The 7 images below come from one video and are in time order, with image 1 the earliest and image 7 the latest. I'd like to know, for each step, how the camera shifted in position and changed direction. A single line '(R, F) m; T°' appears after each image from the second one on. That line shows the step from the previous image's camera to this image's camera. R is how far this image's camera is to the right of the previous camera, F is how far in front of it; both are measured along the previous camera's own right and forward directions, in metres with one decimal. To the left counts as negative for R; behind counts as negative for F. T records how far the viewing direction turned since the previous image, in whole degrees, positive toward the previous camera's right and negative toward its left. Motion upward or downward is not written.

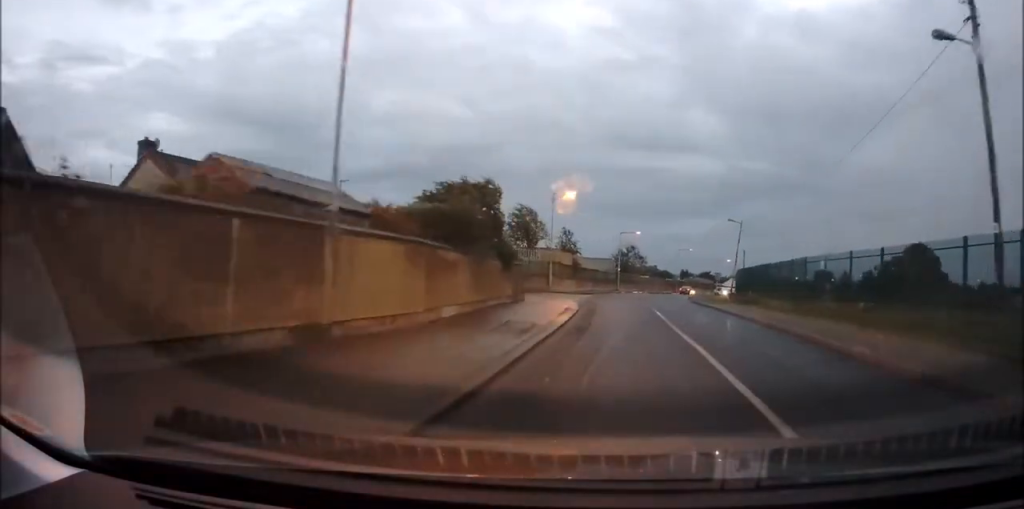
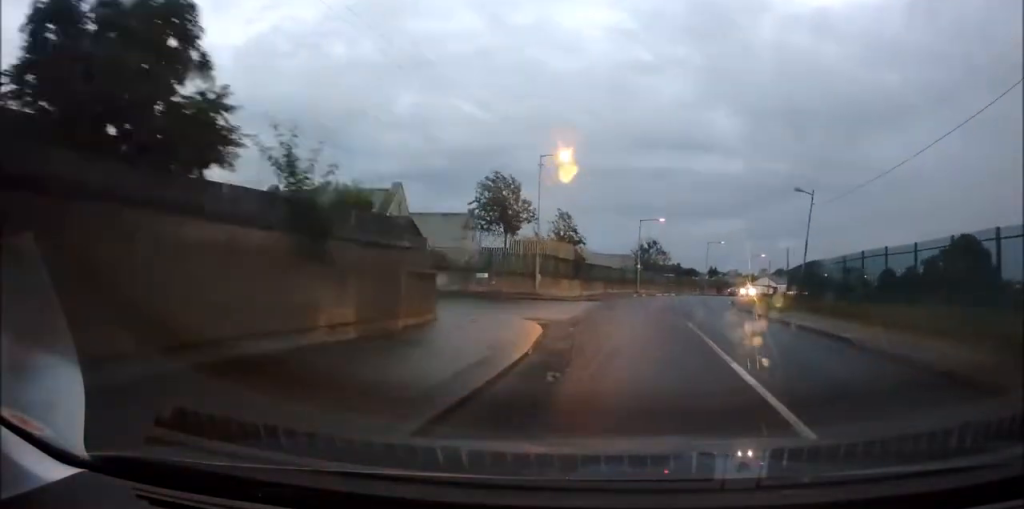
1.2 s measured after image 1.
(-1.1, +15.4) m; -4°
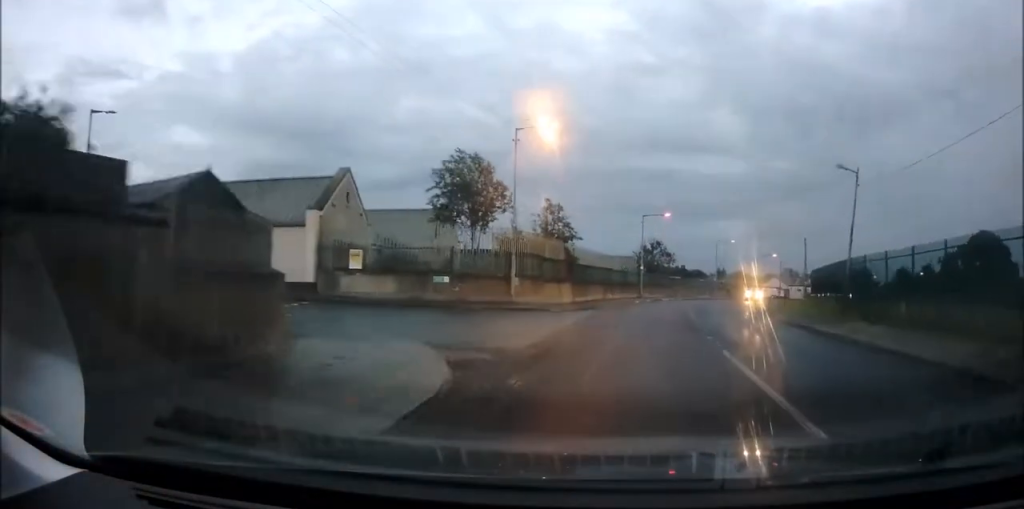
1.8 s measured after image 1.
(0.0, +7.1) m; 0°
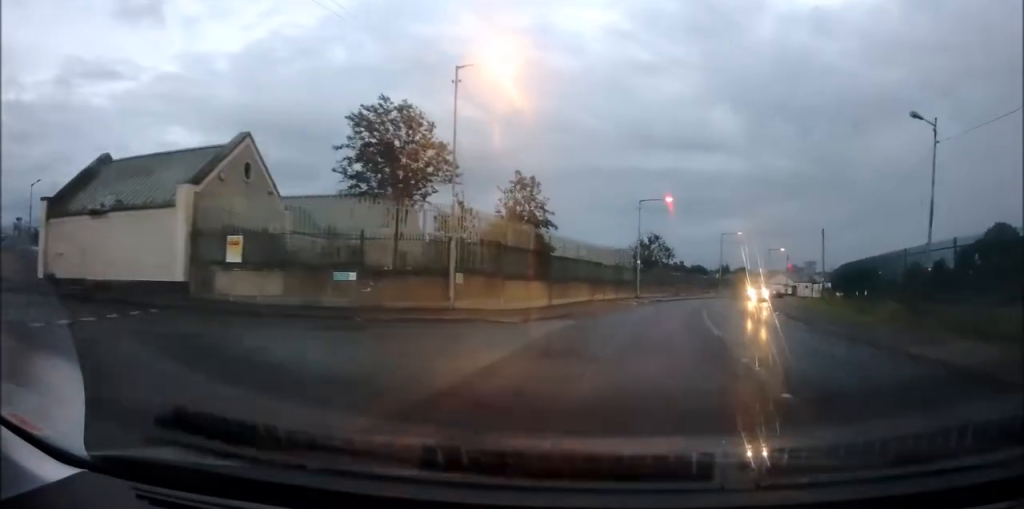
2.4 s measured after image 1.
(0.0, +8.3) m; +1°
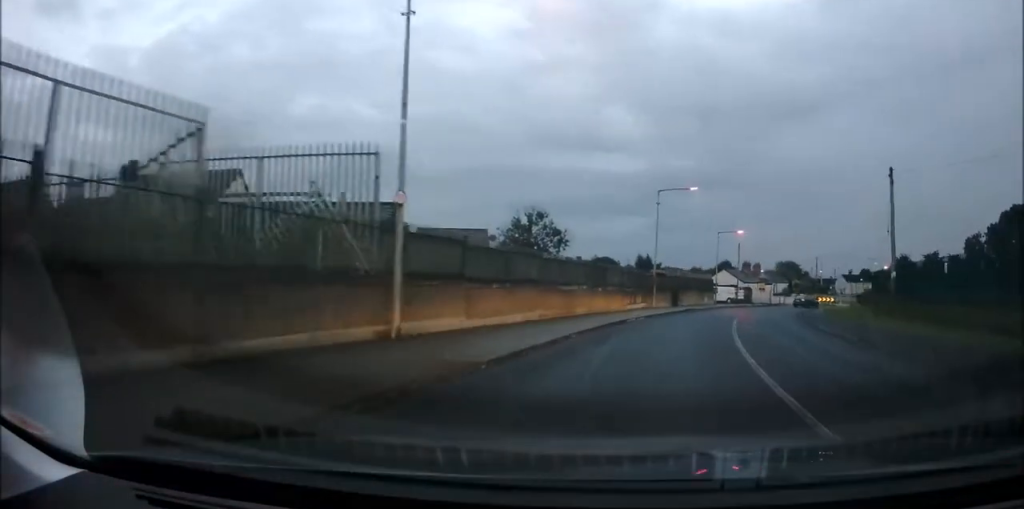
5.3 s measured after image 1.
(+3.3, +34.9) m; +13°
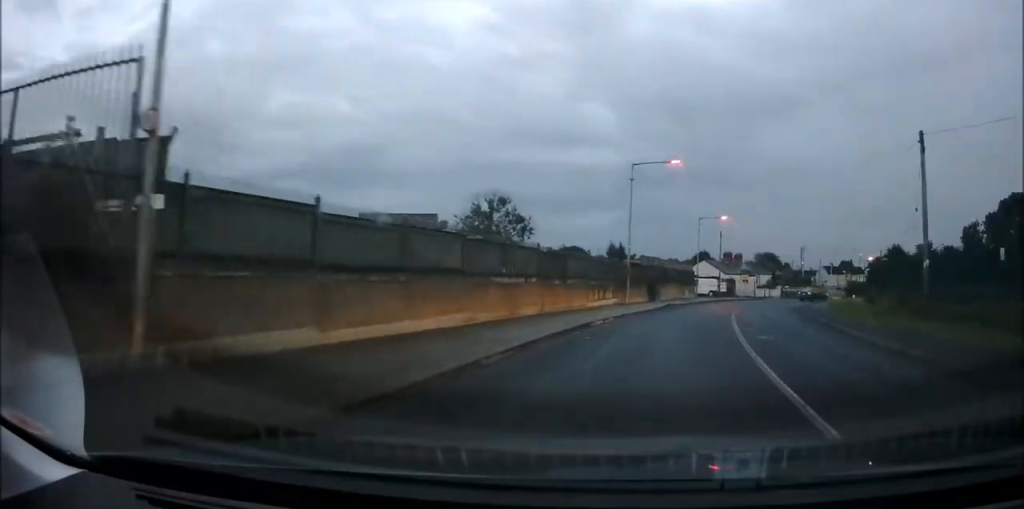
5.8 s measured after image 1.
(+0.4, +6.1) m; +2°
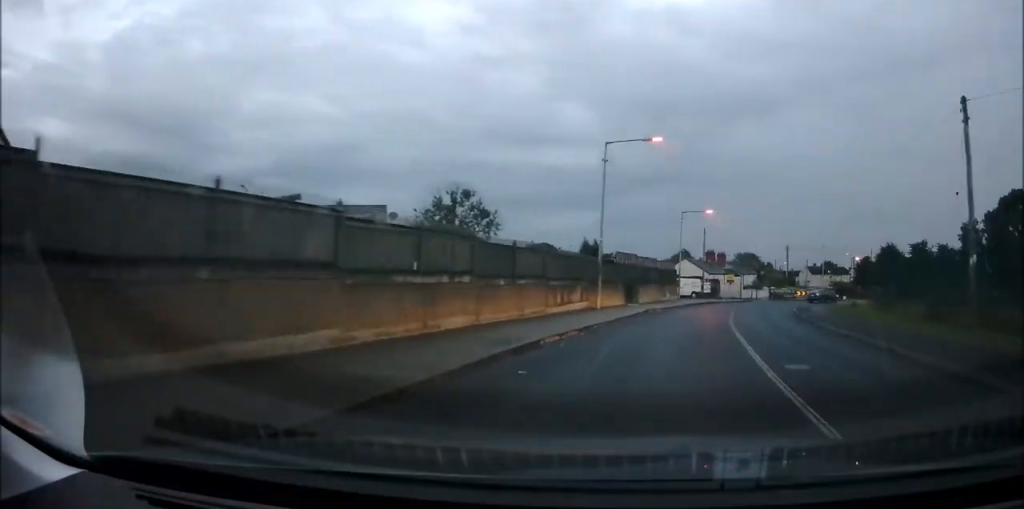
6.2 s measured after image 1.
(0.0, +5.2) m; +2°
